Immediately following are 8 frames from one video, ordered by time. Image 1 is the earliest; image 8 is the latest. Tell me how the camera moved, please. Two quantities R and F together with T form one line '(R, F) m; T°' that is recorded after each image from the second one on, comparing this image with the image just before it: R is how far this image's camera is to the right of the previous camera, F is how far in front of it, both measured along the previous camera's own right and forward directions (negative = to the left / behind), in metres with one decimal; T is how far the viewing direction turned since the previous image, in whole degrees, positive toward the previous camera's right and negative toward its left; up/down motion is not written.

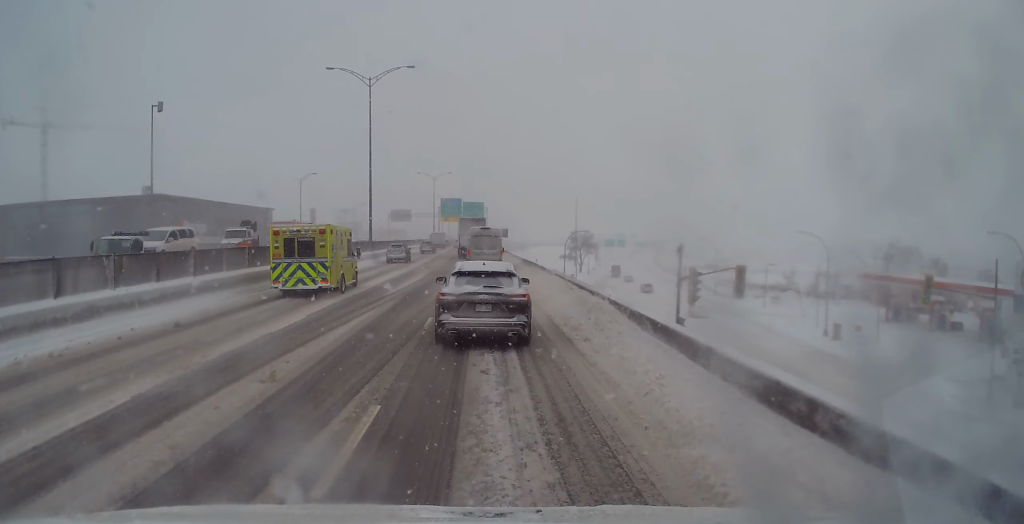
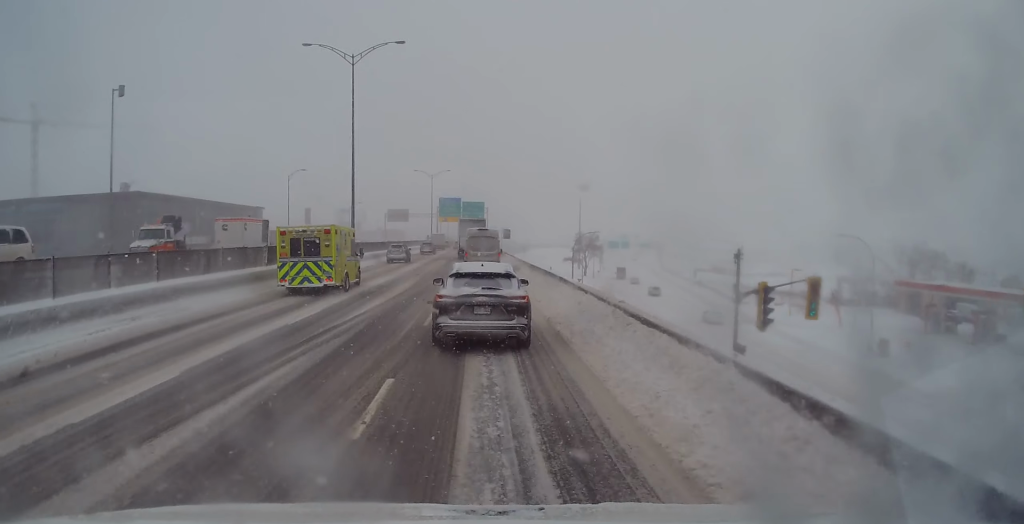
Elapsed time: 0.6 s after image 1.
(+0.2, +7.4) m; +1°
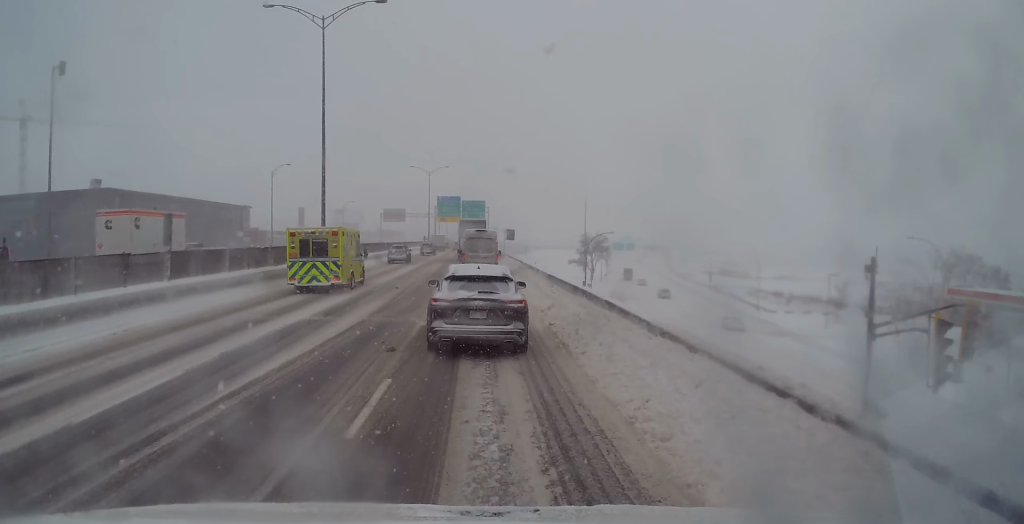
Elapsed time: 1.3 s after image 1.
(+0.2, +8.9) m; 0°
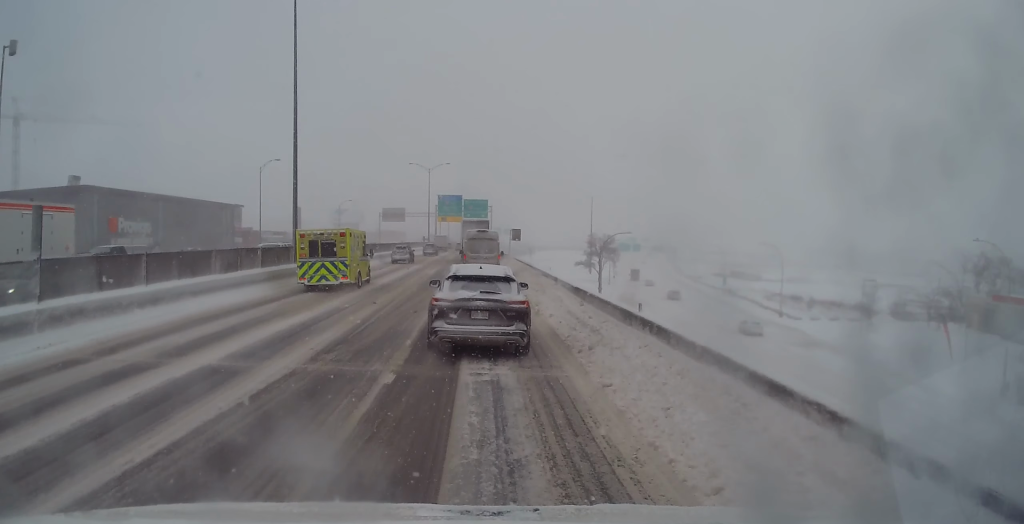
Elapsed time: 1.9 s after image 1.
(-0.1, +6.4) m; -1°
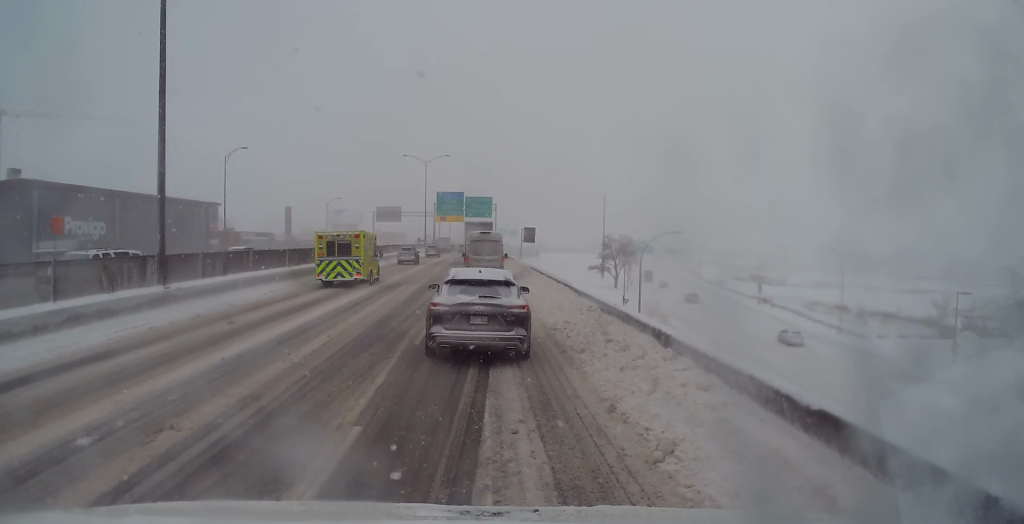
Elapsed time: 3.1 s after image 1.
(-0.2, +14.0) m; -1°
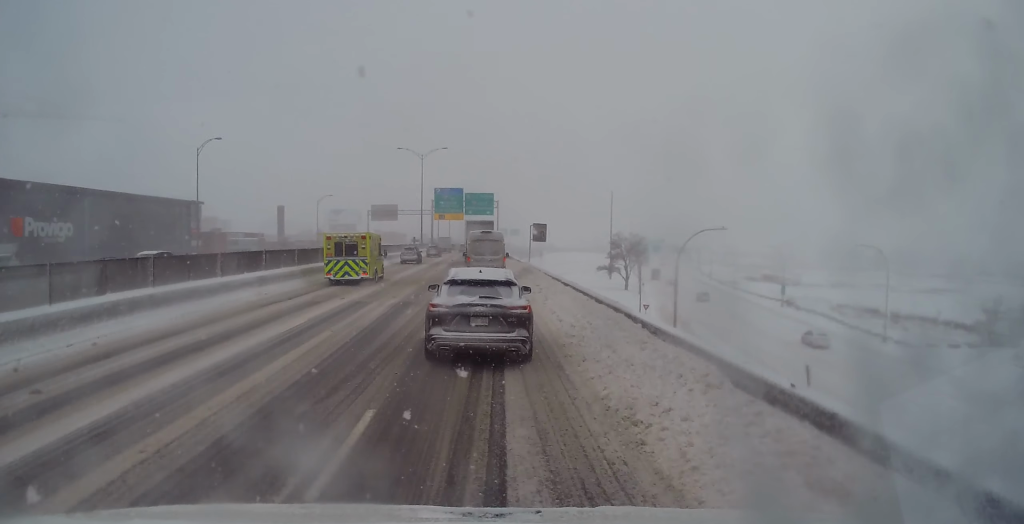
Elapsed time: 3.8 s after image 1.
(+0.1, +8.1) m; +1°
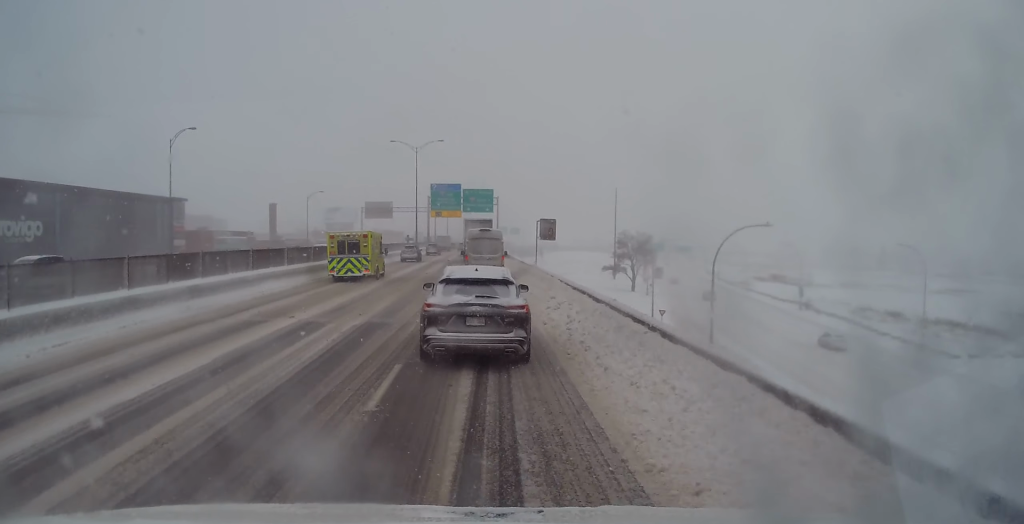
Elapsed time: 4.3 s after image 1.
(0.0, +6.1) m; +1°
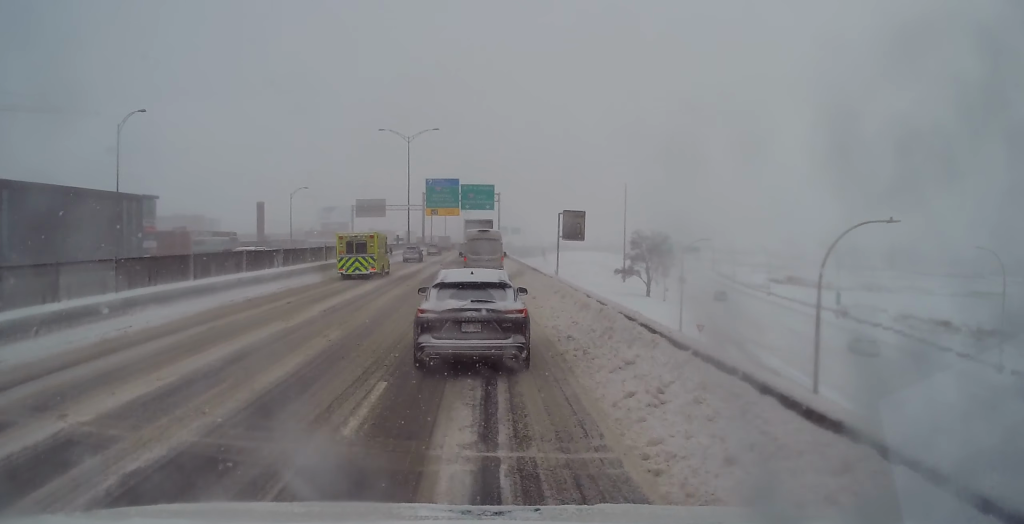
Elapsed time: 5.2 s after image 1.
(+0.1, +10.4) m; 0°
